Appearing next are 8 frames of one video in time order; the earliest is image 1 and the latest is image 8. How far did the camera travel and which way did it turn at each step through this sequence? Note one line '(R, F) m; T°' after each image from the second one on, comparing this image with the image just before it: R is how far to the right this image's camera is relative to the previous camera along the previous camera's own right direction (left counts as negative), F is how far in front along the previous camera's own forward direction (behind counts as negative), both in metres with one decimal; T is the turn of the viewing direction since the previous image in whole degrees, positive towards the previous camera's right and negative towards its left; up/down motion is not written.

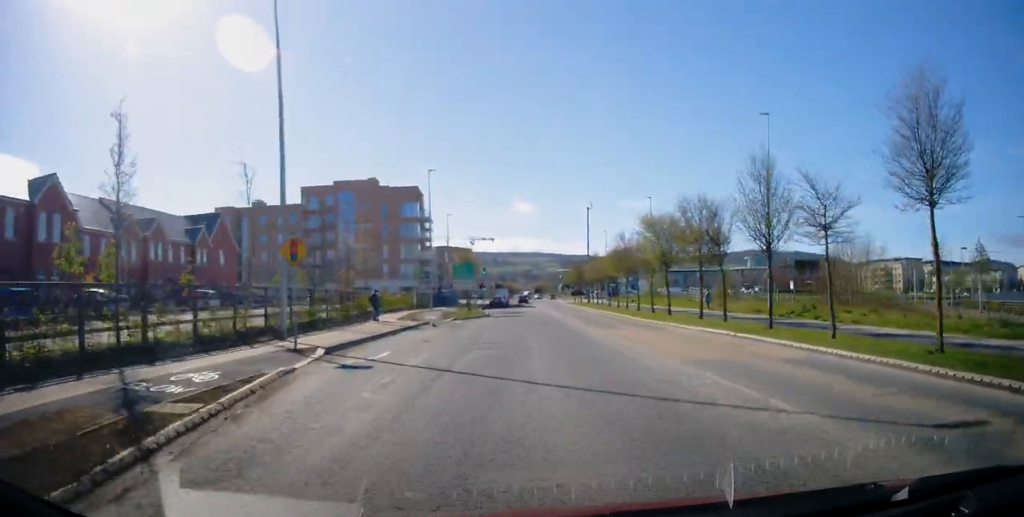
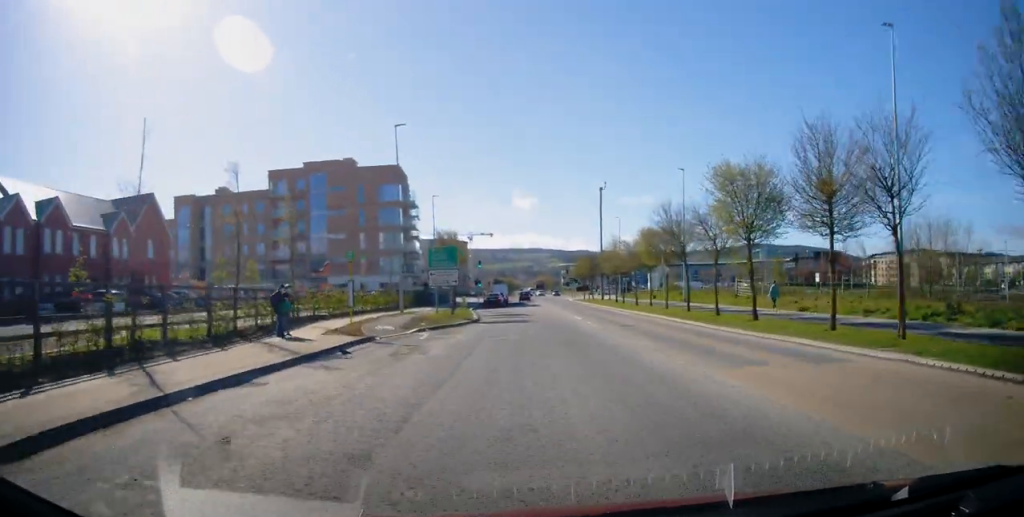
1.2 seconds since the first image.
(-0.2, +13.6) m; 0°
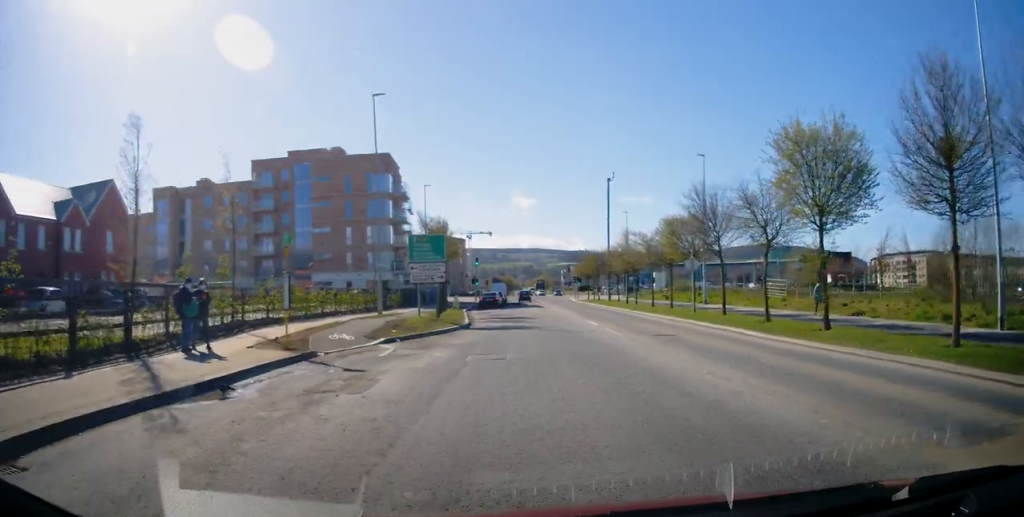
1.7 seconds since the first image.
(+0.1, +6.0) m; +1°
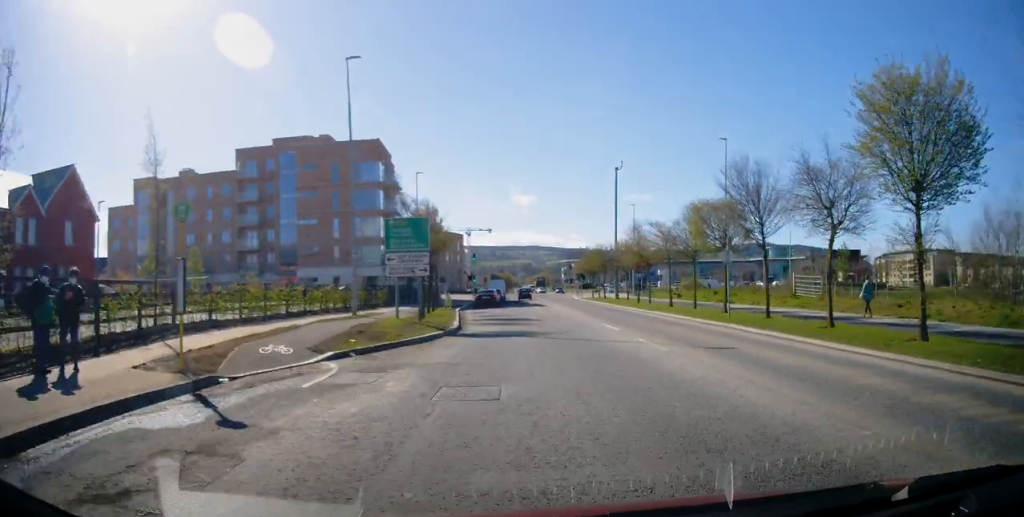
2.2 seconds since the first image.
(0.0, +5.0) m; 0°
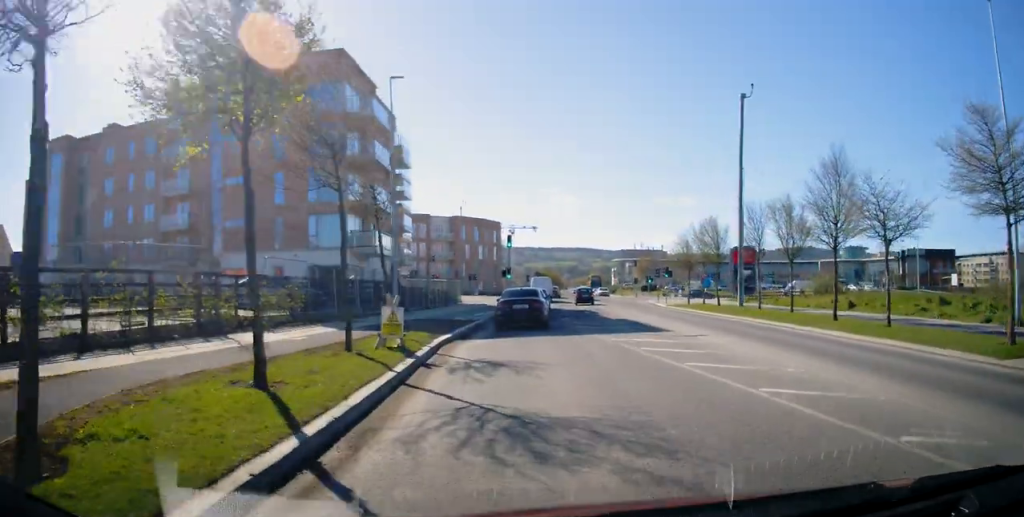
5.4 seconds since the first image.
(-0.3, +29.4) m; -3°
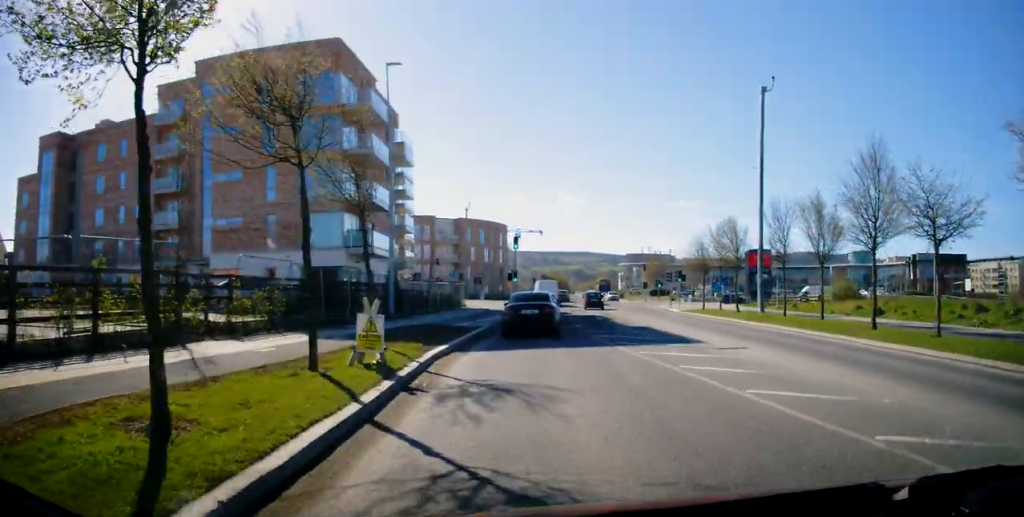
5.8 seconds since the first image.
(+0.1, +3.4) m; -2°
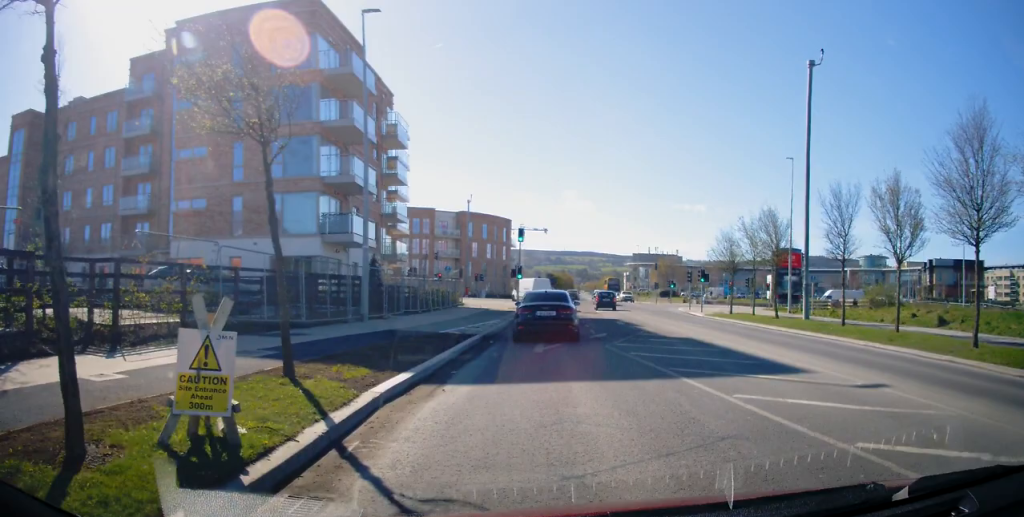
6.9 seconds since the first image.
(-0.5, +7.6) m; -4°
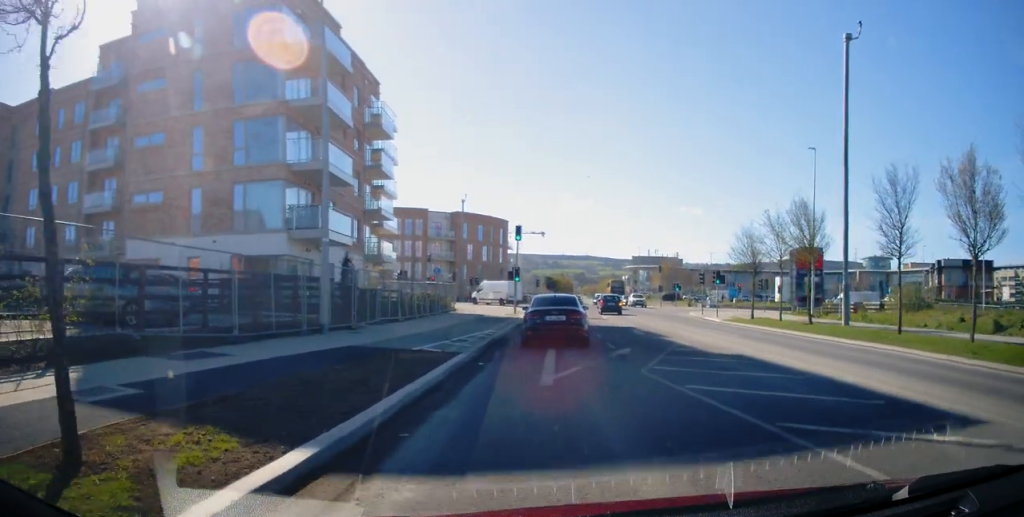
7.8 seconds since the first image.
(0.0, +6.2) m; 0°
